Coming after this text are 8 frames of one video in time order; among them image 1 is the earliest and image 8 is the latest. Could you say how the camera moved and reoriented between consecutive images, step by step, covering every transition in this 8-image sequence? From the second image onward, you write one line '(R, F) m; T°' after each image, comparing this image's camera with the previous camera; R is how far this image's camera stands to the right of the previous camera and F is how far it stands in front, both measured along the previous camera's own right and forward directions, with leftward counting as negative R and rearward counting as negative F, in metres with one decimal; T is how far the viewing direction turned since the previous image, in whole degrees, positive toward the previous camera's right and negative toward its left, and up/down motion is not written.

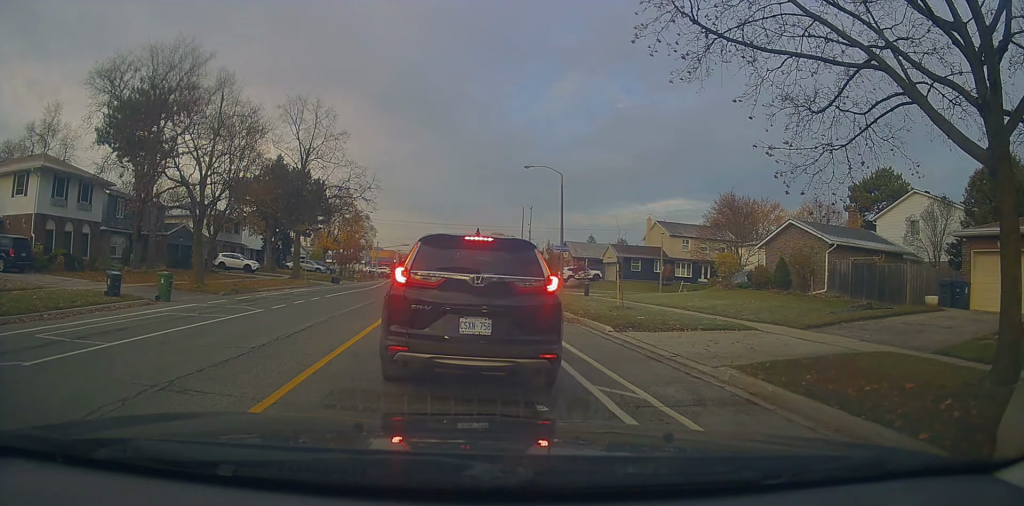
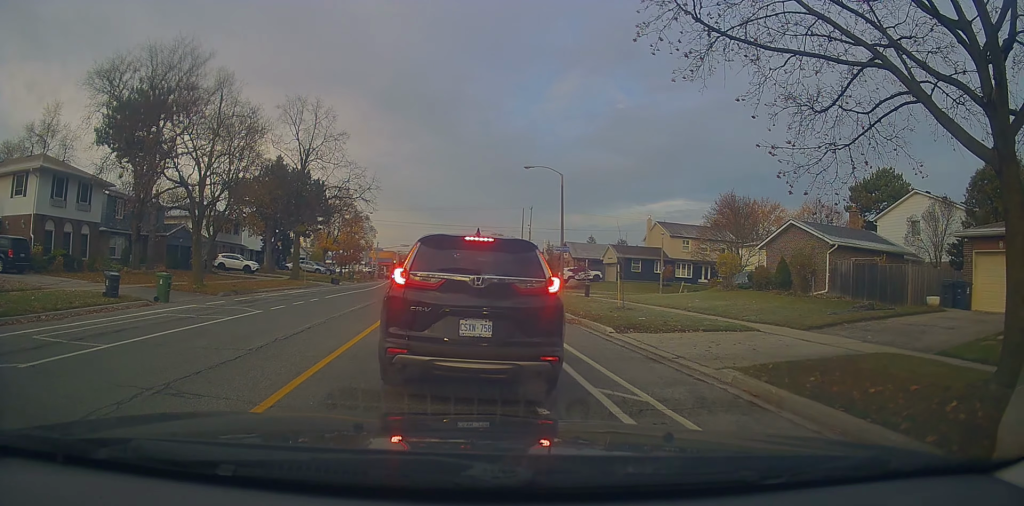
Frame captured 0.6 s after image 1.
(-0.1, +0.8) m; -1°
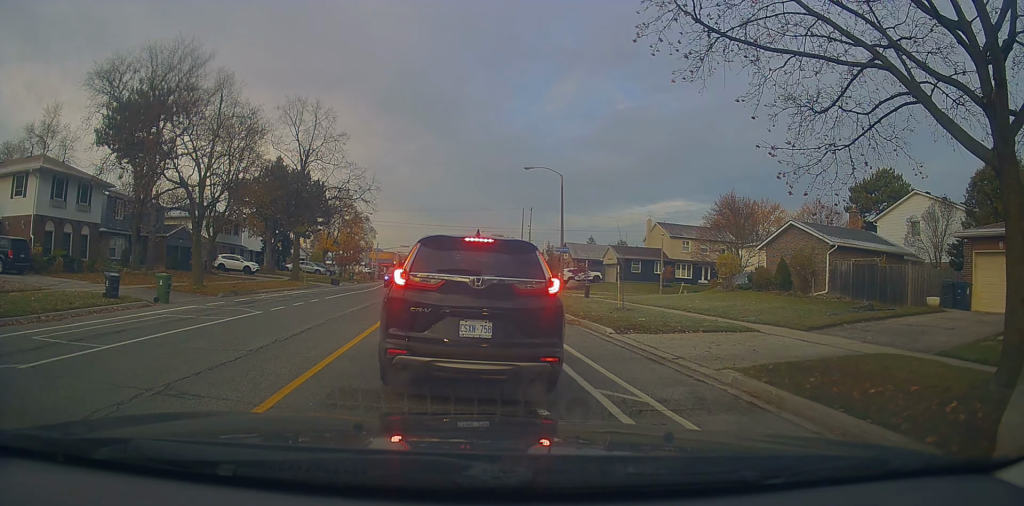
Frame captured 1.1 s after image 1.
(-0.3, +0.4) m; 0°
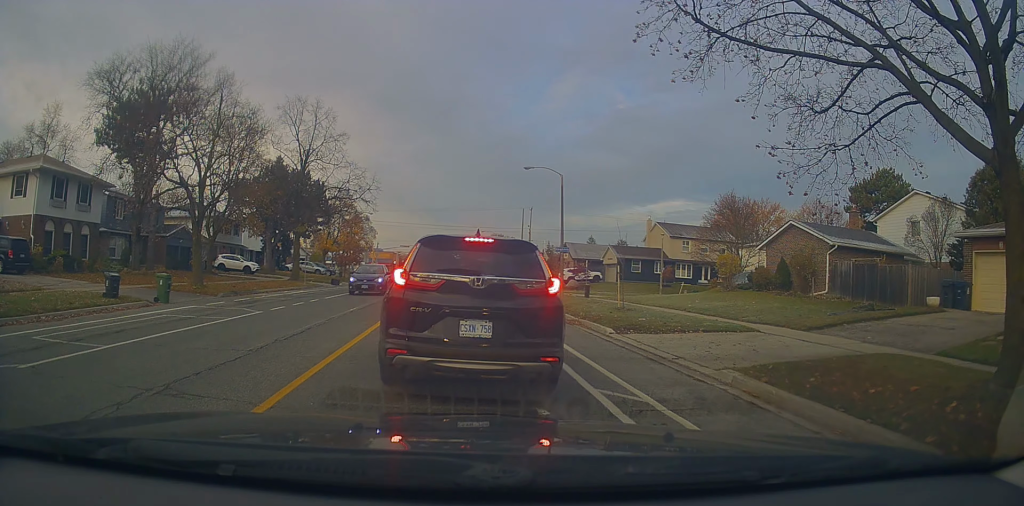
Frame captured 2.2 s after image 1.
(-0.2, +0.3) m; 0°
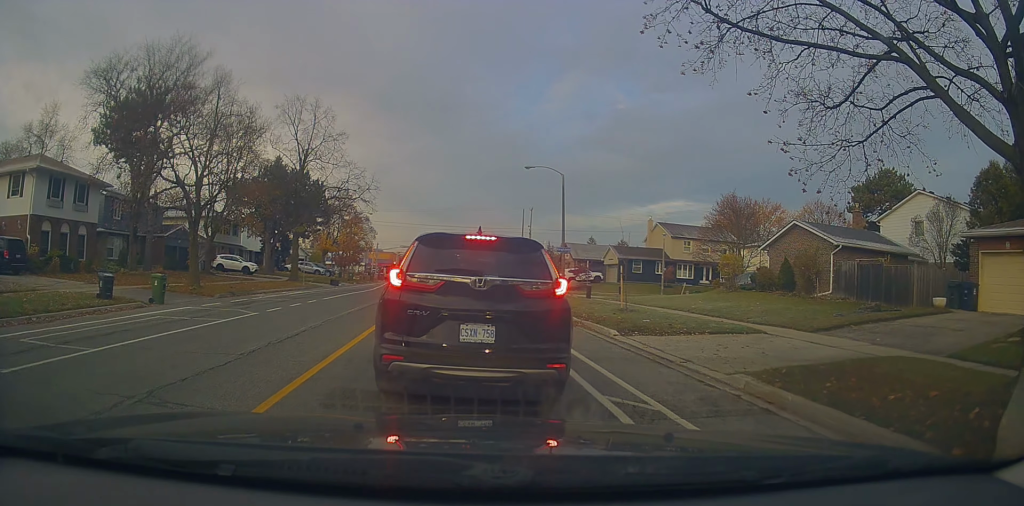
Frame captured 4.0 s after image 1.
(+0.1, +0.5) m; 0°
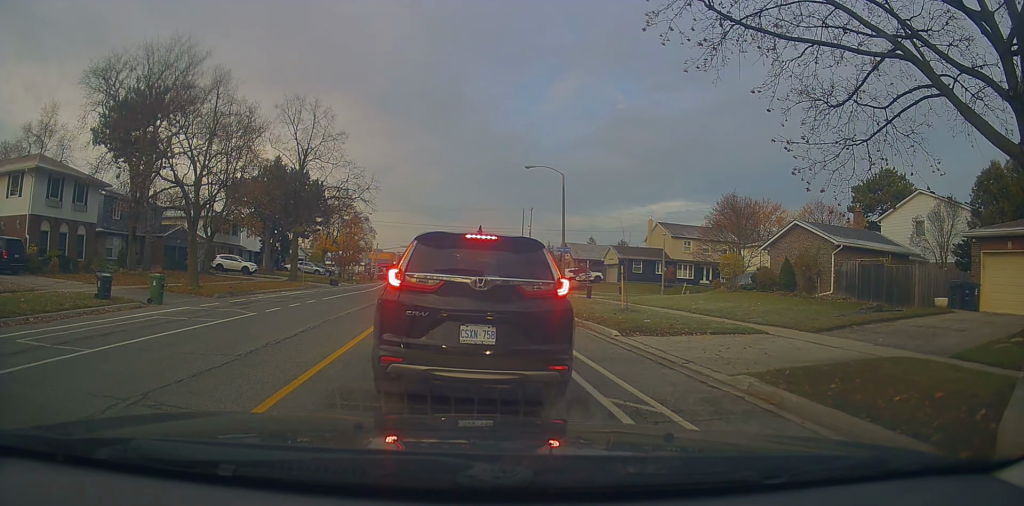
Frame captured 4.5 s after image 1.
(0.0, 0.0) m; 0°
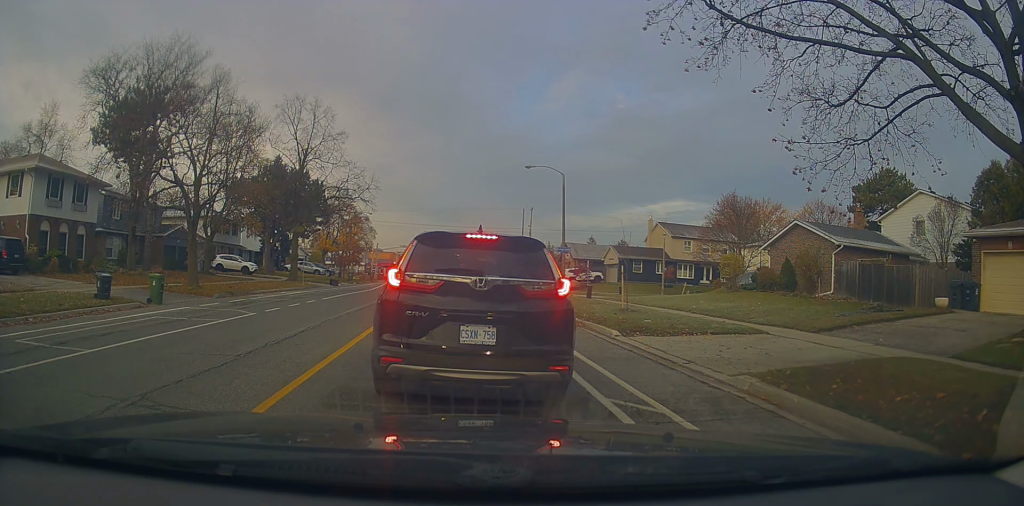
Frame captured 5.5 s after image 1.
(0.0, 0.0) m; 0°
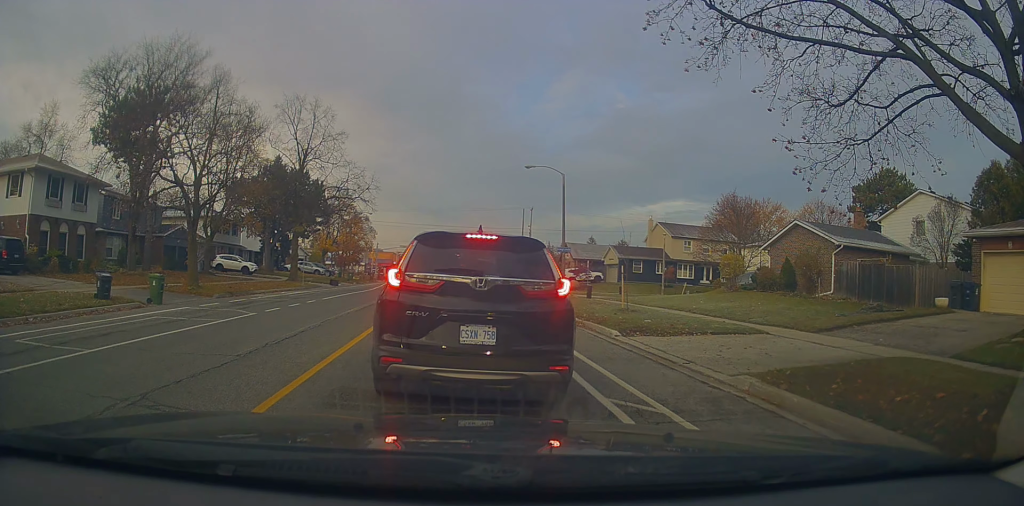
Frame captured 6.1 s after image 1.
(0.0, 0.0) m; 0°
